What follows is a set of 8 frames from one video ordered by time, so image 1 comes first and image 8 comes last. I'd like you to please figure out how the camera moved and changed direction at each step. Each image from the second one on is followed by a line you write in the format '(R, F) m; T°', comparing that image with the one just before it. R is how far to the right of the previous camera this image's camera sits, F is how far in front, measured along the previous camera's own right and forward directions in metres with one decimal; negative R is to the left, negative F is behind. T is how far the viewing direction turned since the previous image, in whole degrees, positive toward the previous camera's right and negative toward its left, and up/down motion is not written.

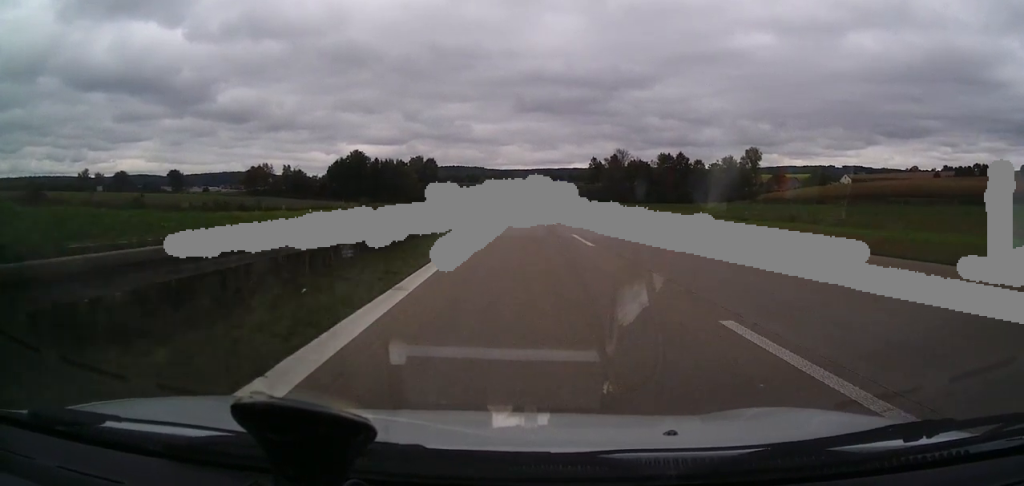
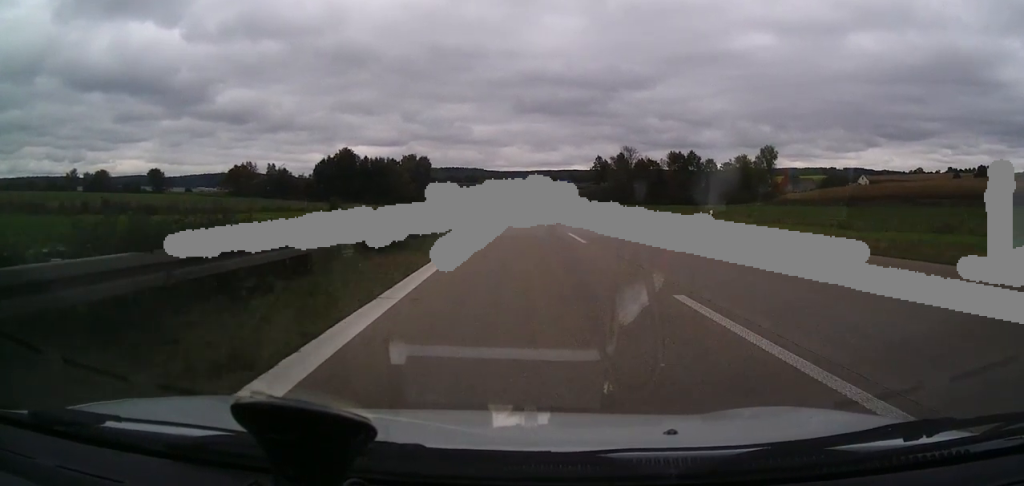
(+0.1, +15.5) m; 0°
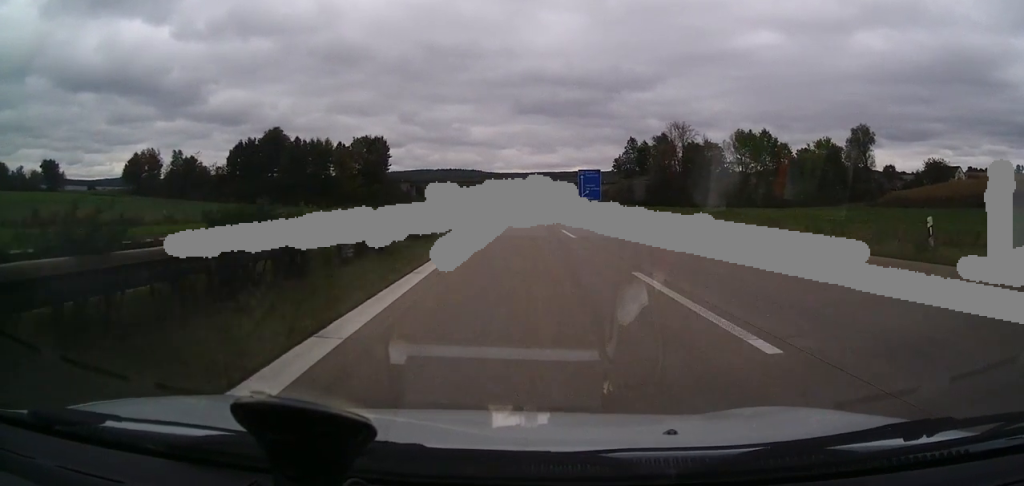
(0.0, +67.3) m; 0°
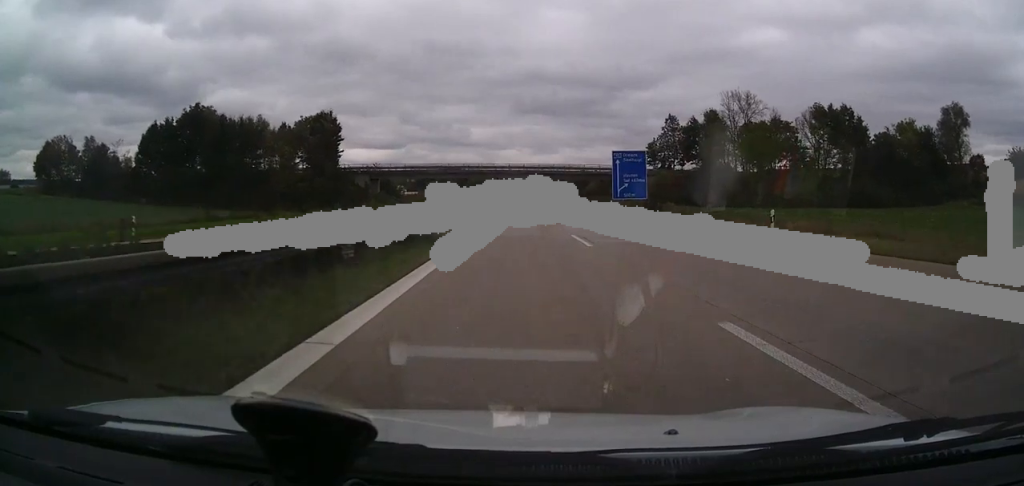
(-0.3, +40.6) m; 0°
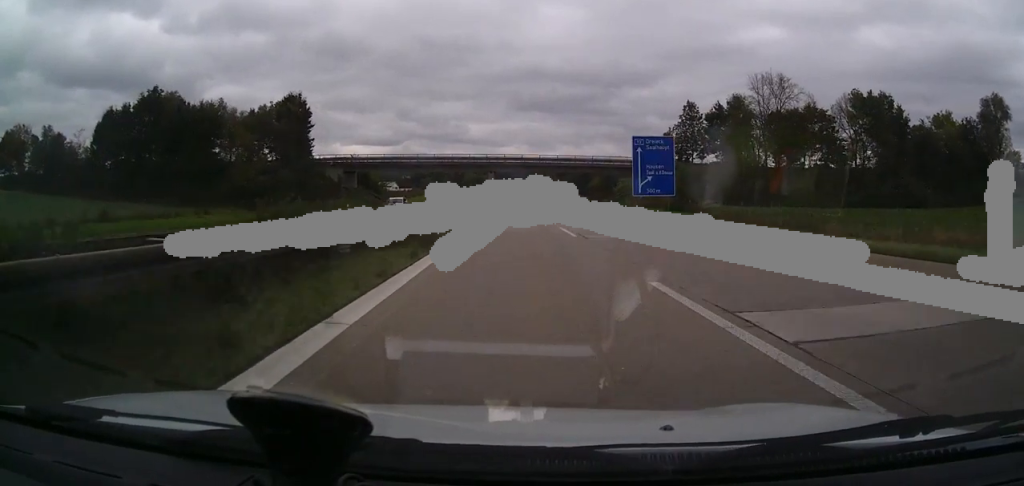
(+0.1, +14.0) m; 0°
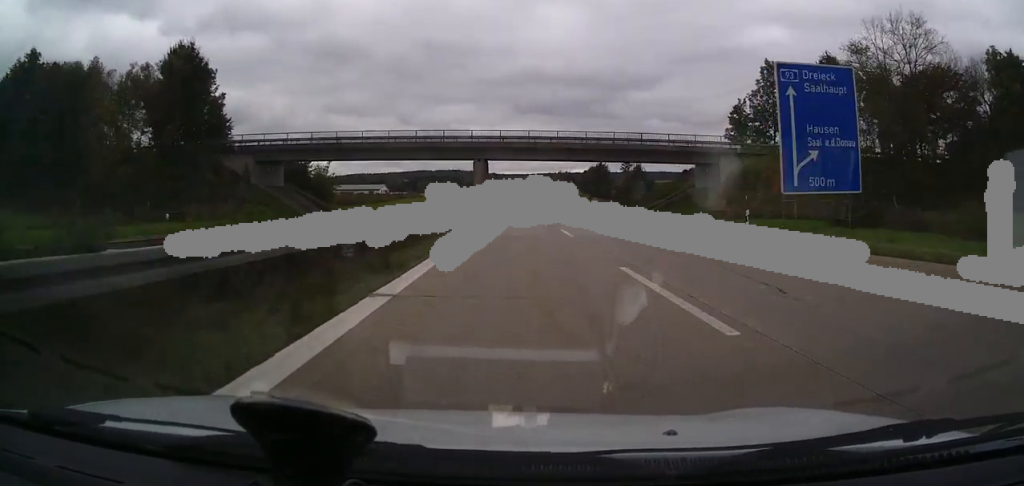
(+0.1, +33.5) m; 0°
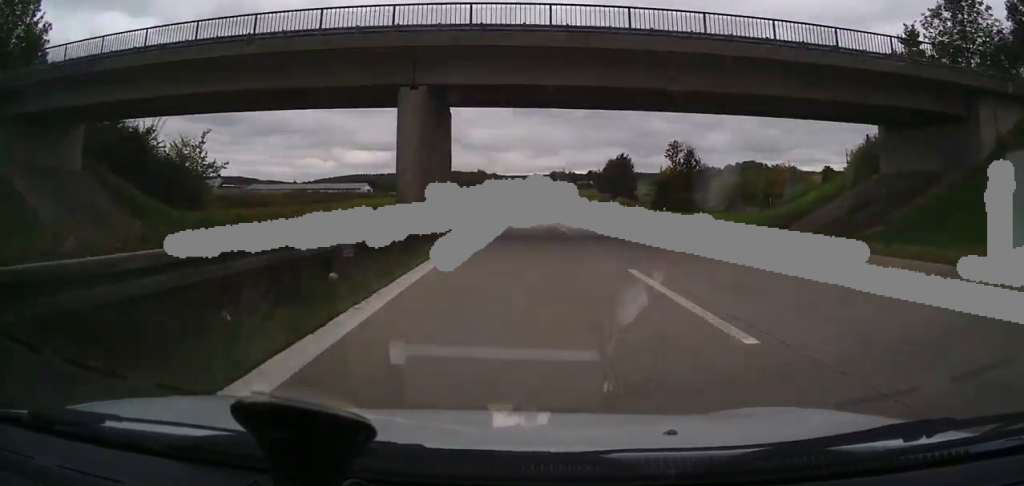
(0.0, +35.7) m; 0°
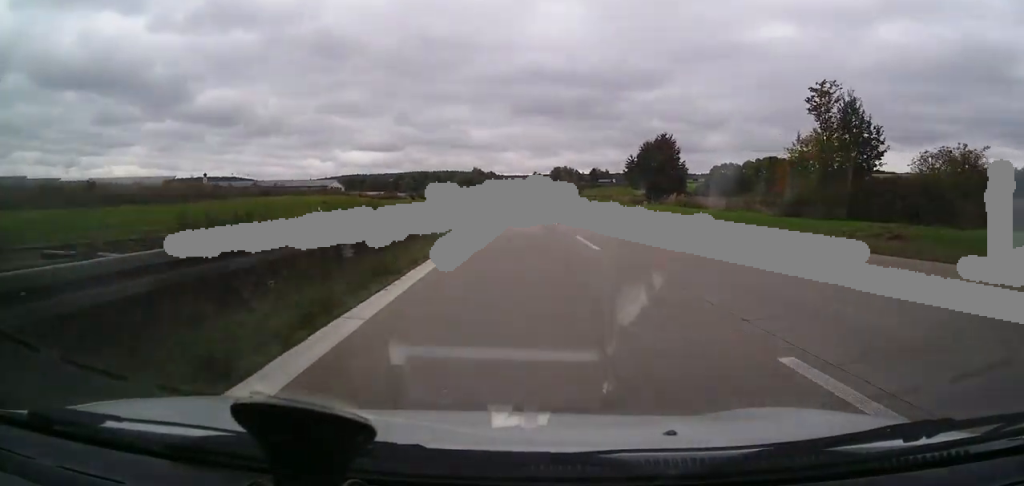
(-0.1, +42.0) m; 0°
